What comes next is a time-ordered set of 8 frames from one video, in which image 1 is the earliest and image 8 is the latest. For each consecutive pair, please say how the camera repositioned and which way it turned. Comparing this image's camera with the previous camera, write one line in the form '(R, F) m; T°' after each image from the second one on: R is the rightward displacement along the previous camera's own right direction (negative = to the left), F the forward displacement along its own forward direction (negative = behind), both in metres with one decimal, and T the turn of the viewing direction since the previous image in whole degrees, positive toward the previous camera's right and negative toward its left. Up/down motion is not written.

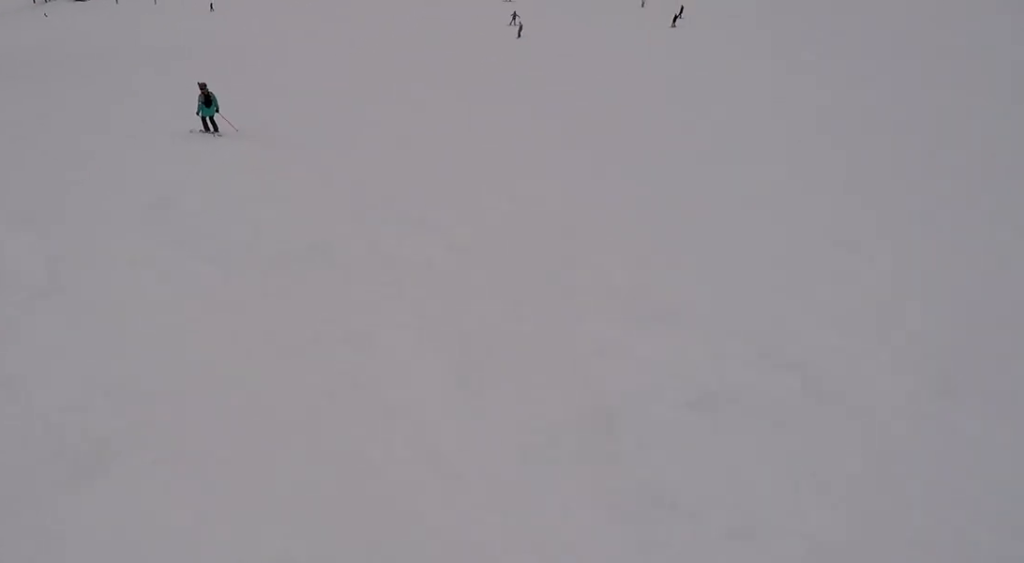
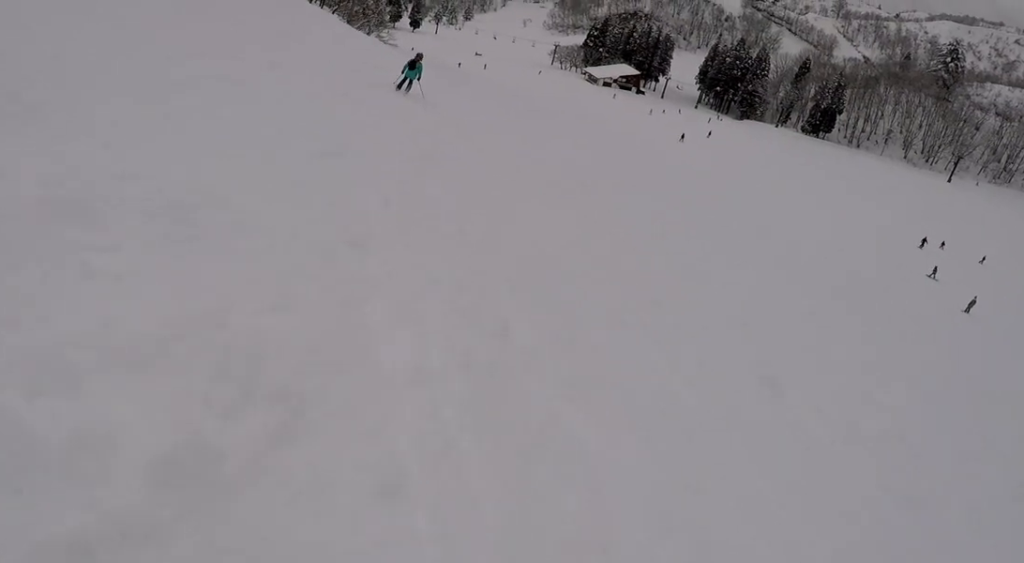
(-1.5, +8.0) m; -16°
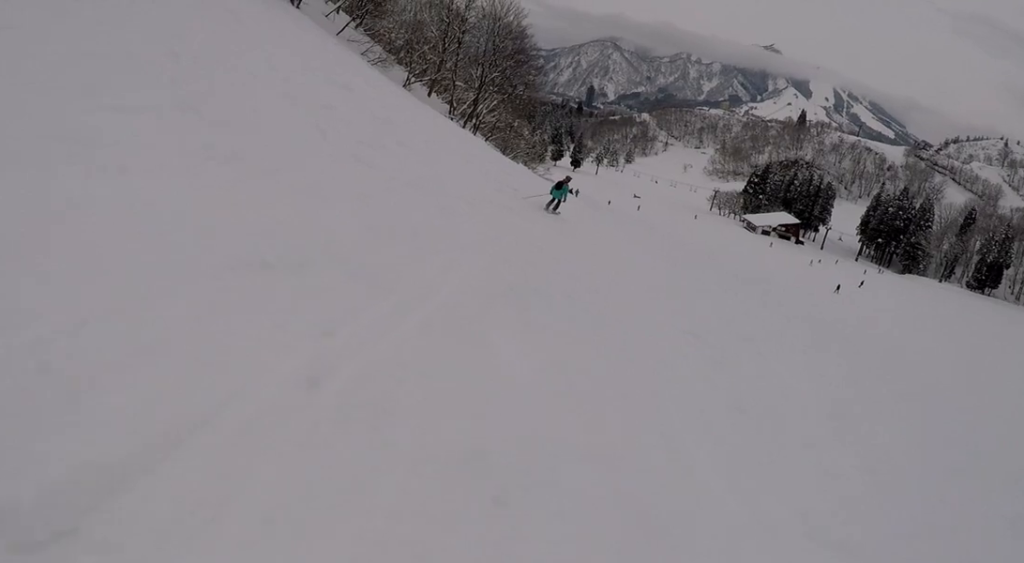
(-0.4, +3.3) m; -10°
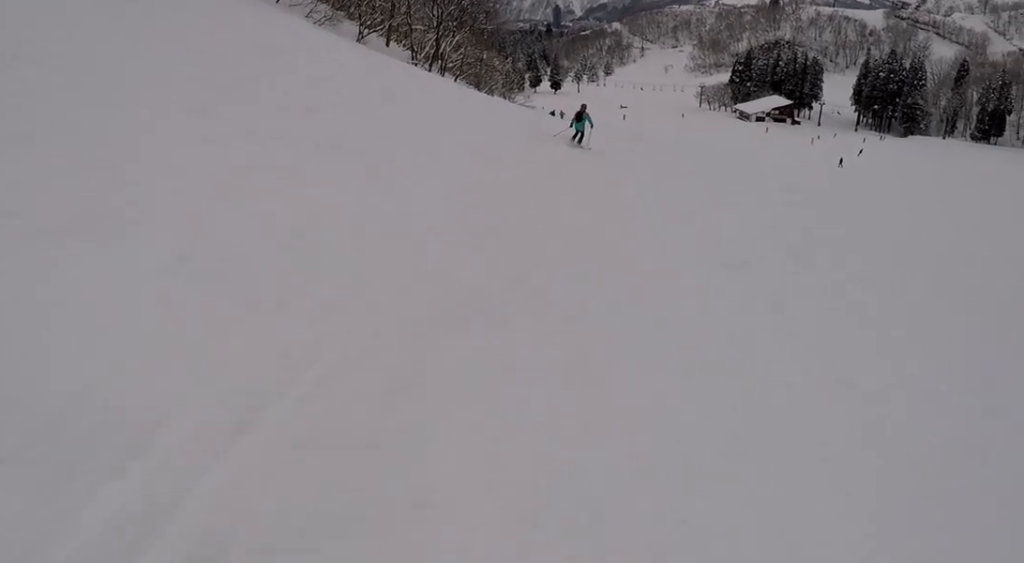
(-0.2, +2.8) m; -3°
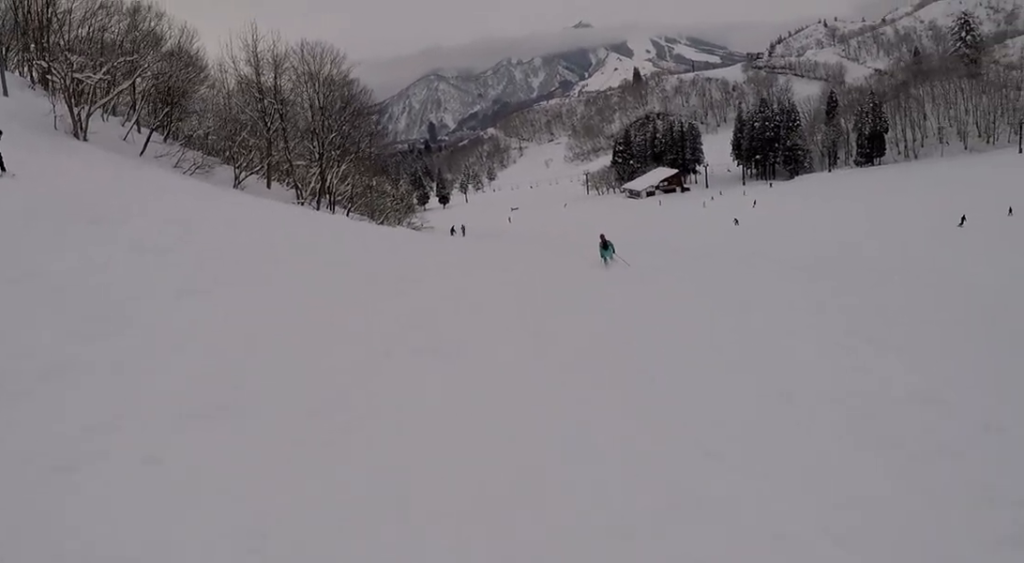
(+0.6, +7.6) m; +17°
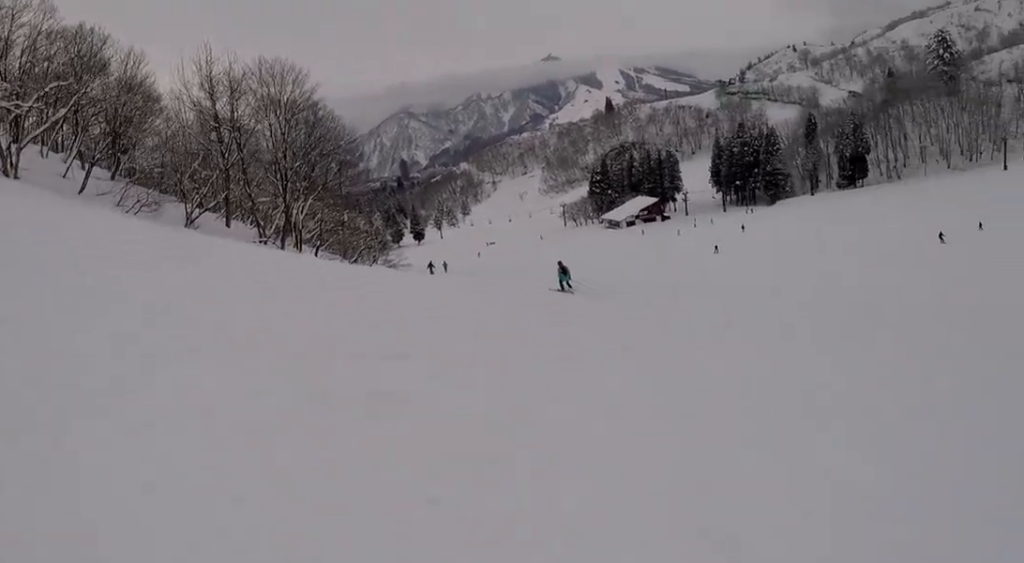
(+0.7, +6.6) m; +2°
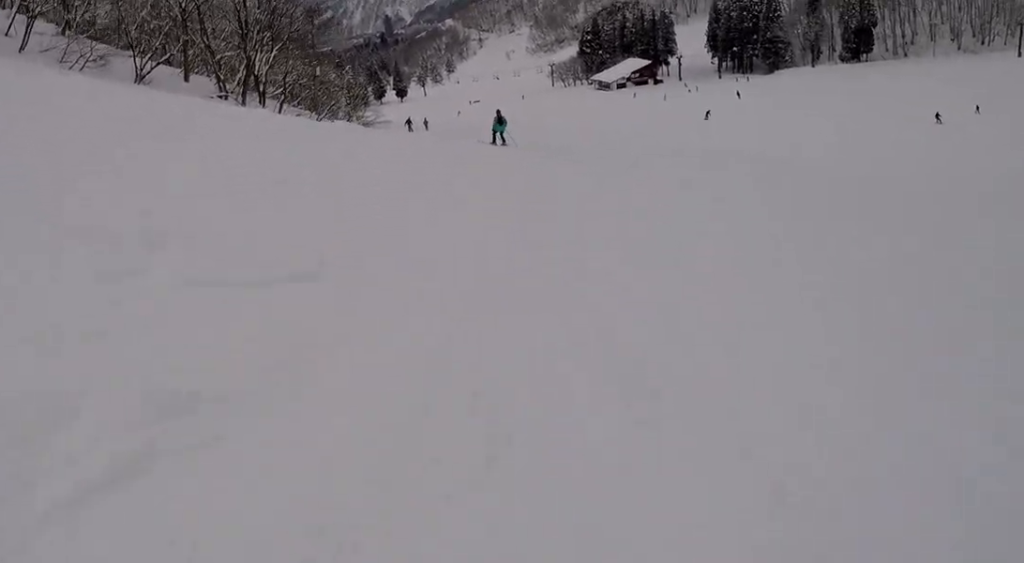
(-0.2, +3.6) m; -1°
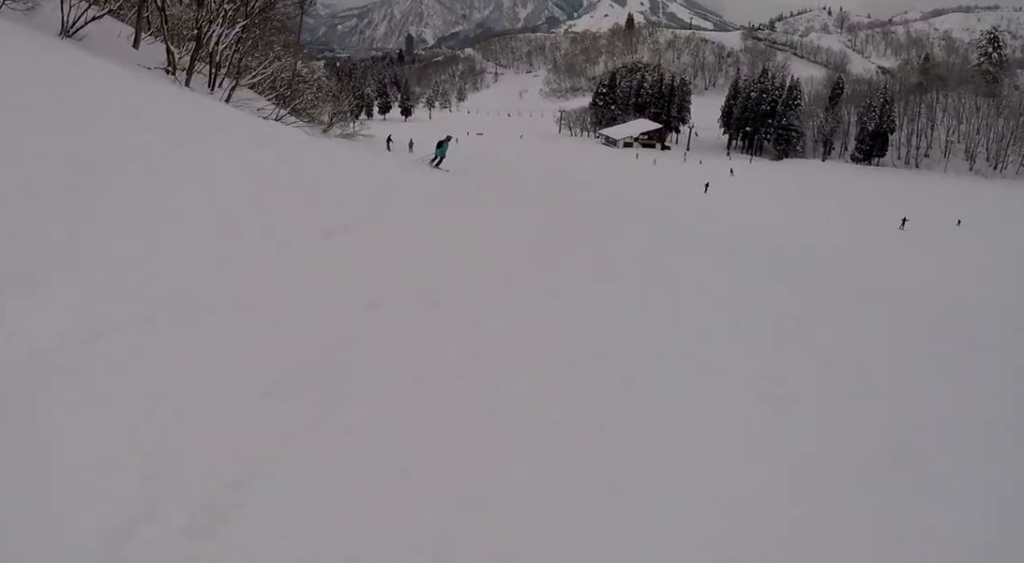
(+0.1, +6.9) m; 0°
